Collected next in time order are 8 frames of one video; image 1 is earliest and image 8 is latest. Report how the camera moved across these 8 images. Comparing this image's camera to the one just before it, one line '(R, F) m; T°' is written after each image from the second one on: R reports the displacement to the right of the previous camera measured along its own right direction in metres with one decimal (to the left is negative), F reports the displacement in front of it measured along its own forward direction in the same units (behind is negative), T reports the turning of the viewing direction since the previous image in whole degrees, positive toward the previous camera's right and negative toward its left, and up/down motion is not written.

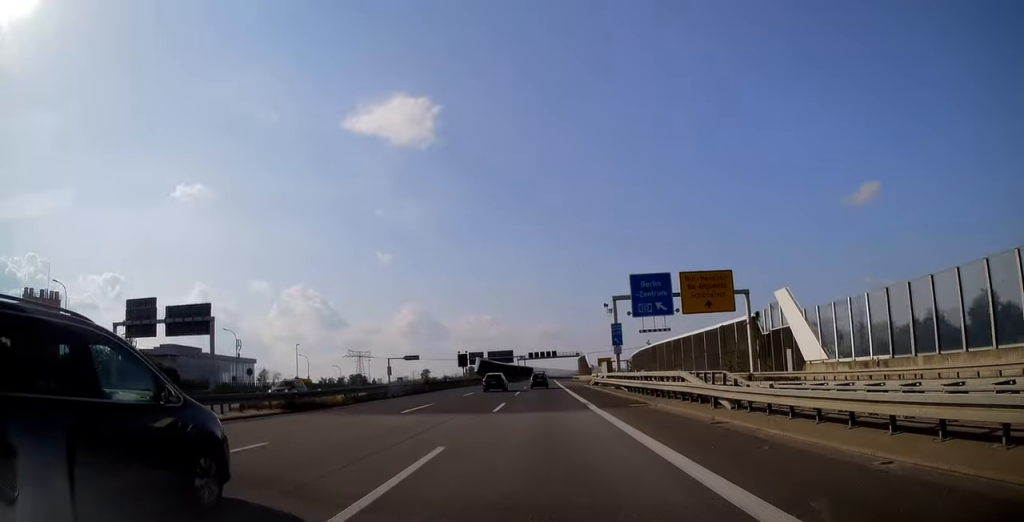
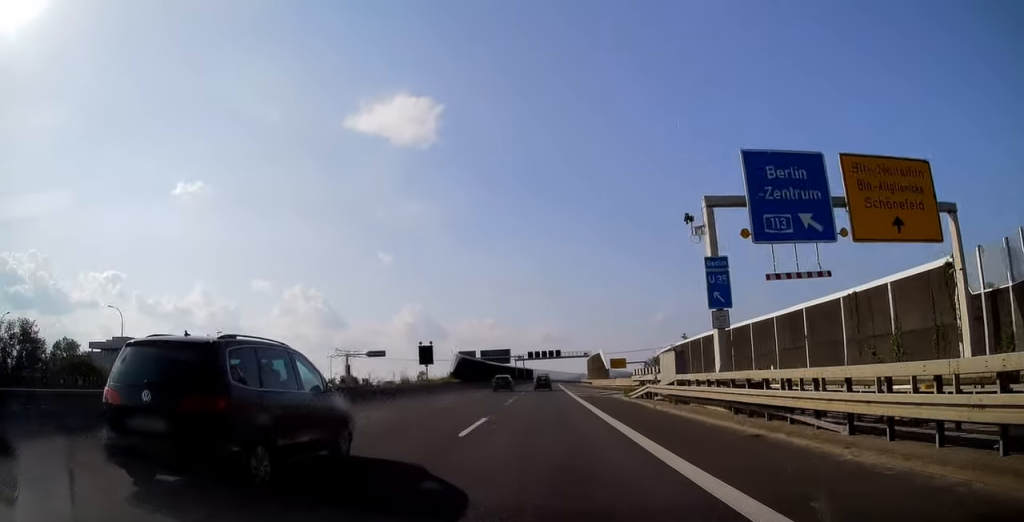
(+0.2, +27.5) m; 0°
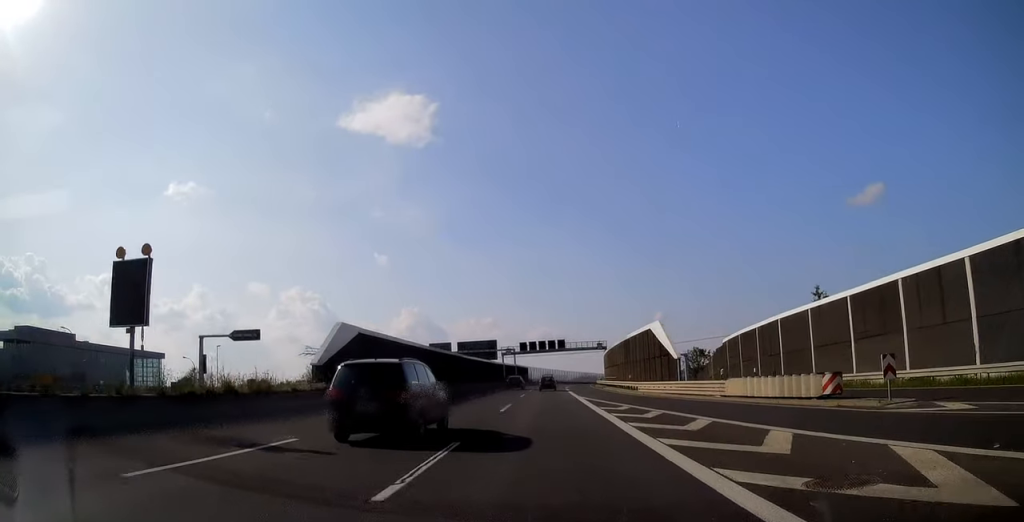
(-0.4, +42.9) m; 0°
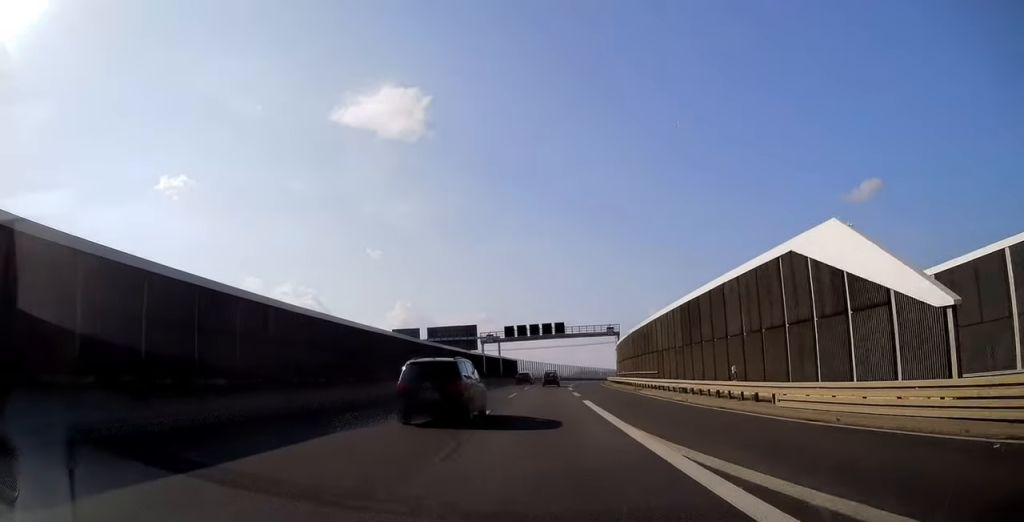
(+0.2, +27.0) m; +1°
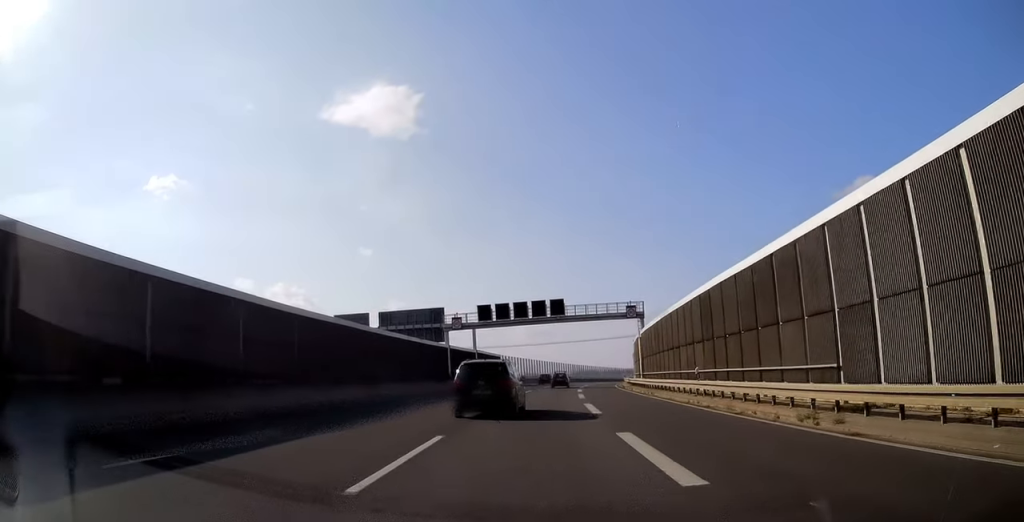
(+0.2, +26.1) m; +1°
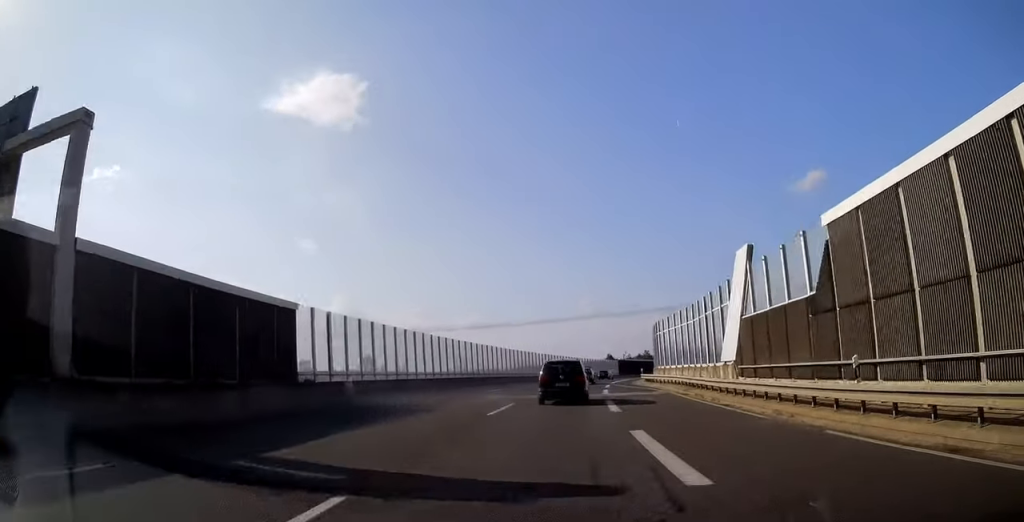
(+1.8, +60.0) m; +5°
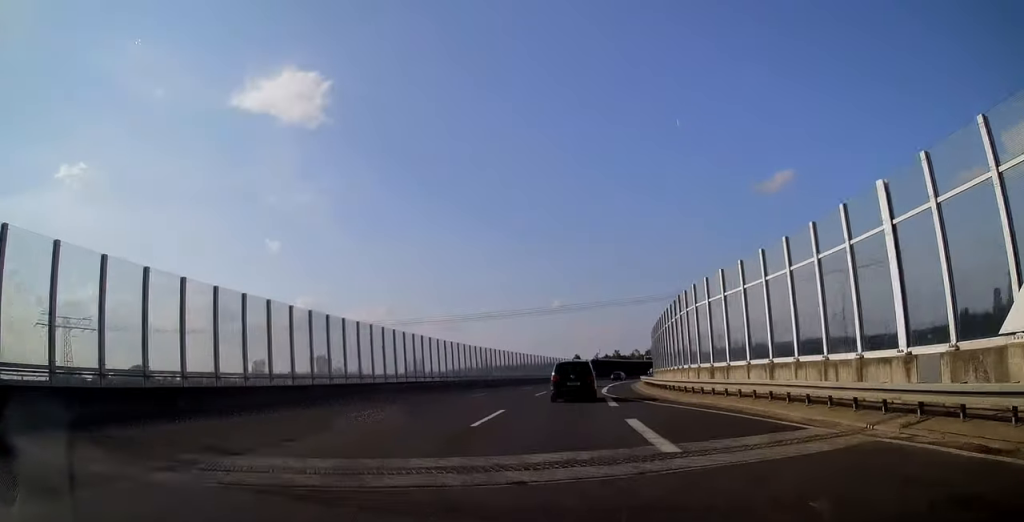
(+0.4, +21.7) m; +3°
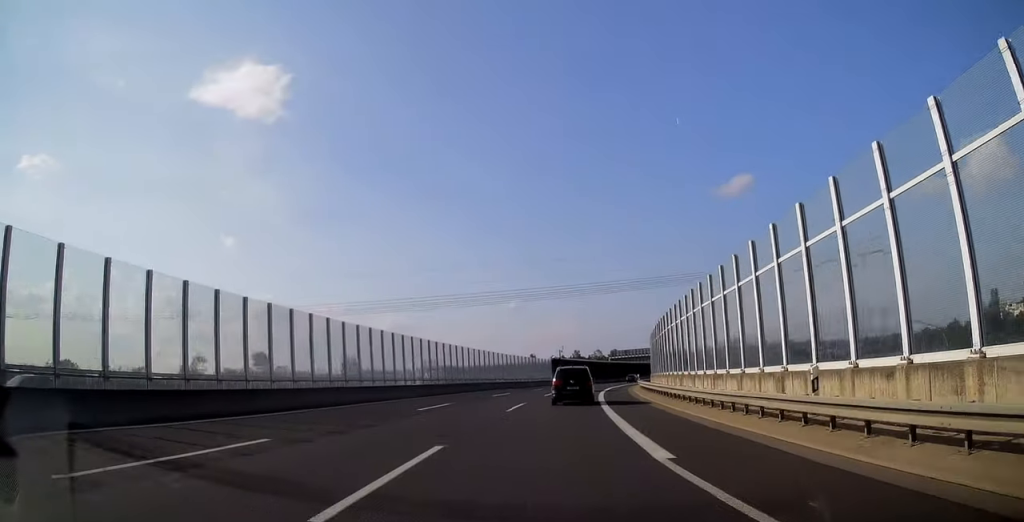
(+1.0, +27.1) m; +4°
